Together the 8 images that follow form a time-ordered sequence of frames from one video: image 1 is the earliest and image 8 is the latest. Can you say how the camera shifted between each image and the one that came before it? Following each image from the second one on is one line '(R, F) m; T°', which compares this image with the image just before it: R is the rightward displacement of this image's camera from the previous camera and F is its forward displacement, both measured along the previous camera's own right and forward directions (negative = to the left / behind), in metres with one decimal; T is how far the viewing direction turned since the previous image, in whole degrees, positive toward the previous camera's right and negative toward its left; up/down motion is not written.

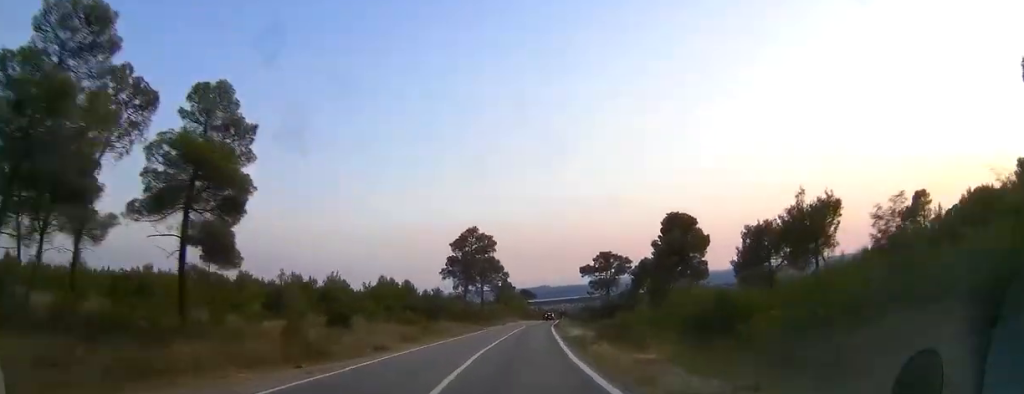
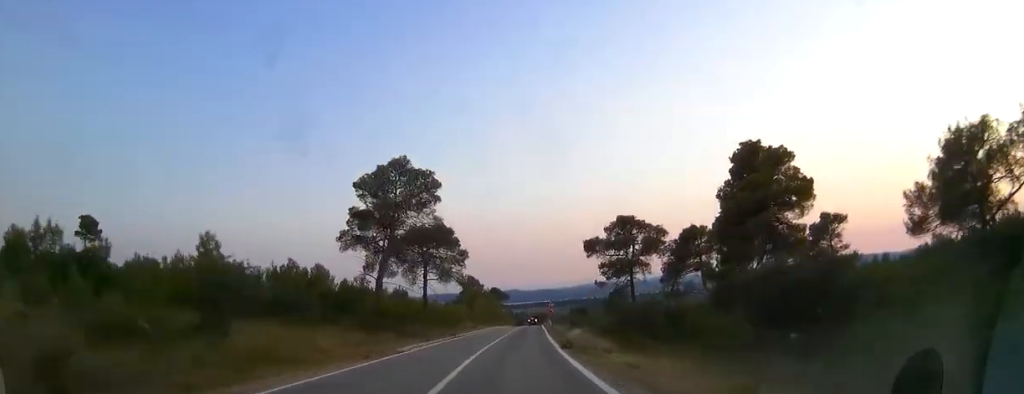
(+2.0, +31.0) m; +3°
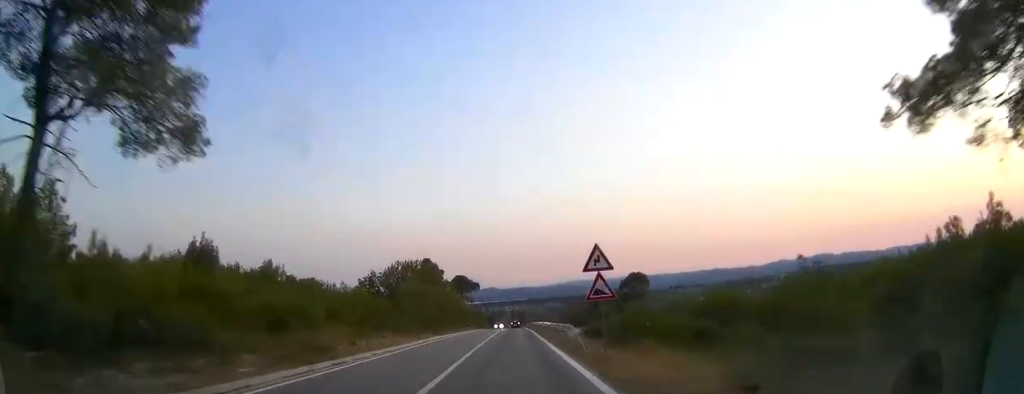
(+1.4, +42.4) m; +2°
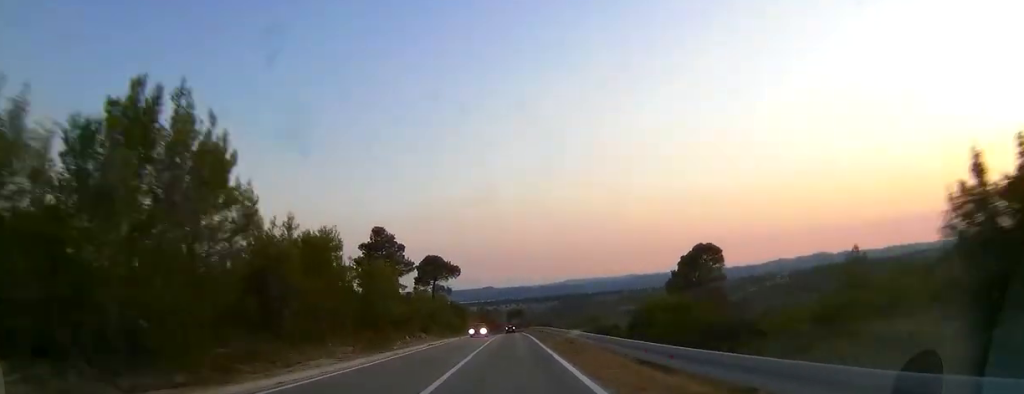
(0.0, +37.2) m; +1°
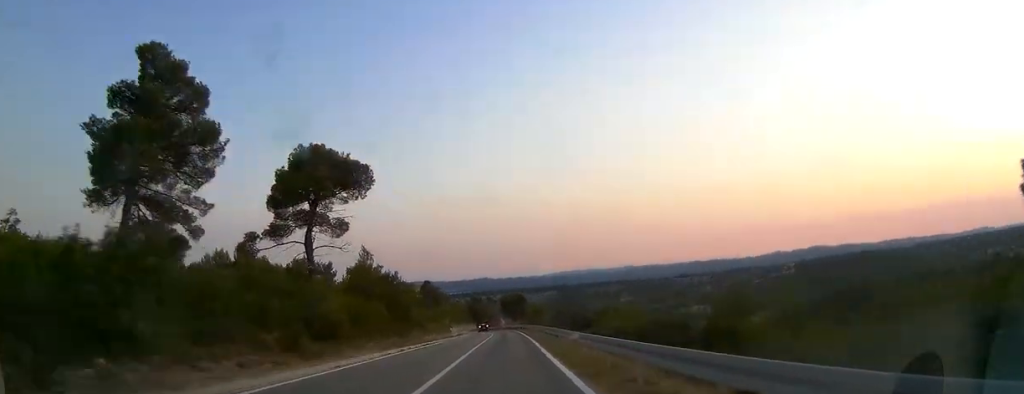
(+0.7, +49.4) m; 0°
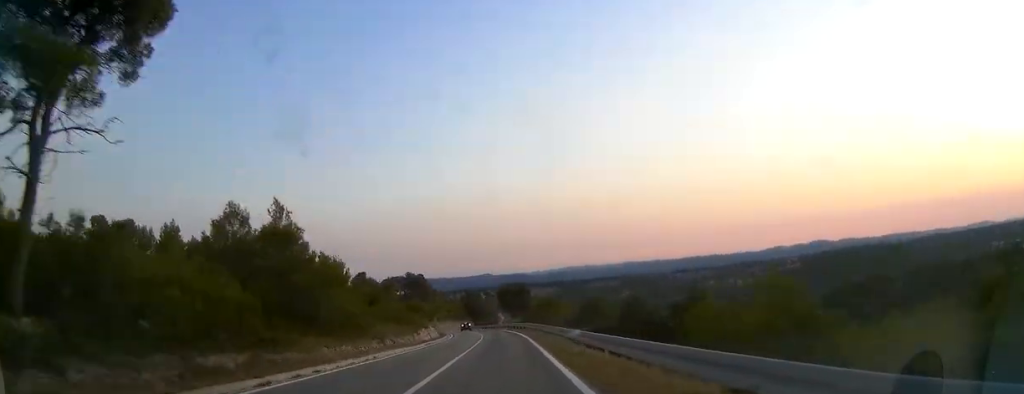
(+0.4, +21.8) m; -1°
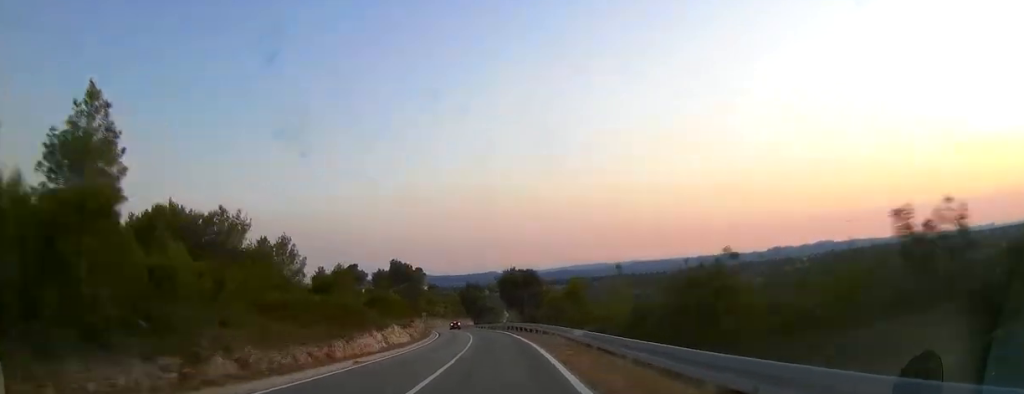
(+0.3, +18.6) m; -1°
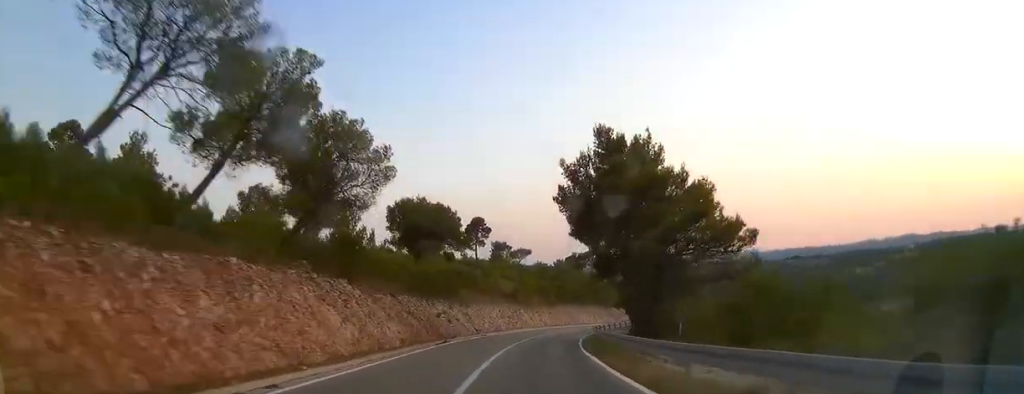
(-5.6, +100.6) m; -1°
